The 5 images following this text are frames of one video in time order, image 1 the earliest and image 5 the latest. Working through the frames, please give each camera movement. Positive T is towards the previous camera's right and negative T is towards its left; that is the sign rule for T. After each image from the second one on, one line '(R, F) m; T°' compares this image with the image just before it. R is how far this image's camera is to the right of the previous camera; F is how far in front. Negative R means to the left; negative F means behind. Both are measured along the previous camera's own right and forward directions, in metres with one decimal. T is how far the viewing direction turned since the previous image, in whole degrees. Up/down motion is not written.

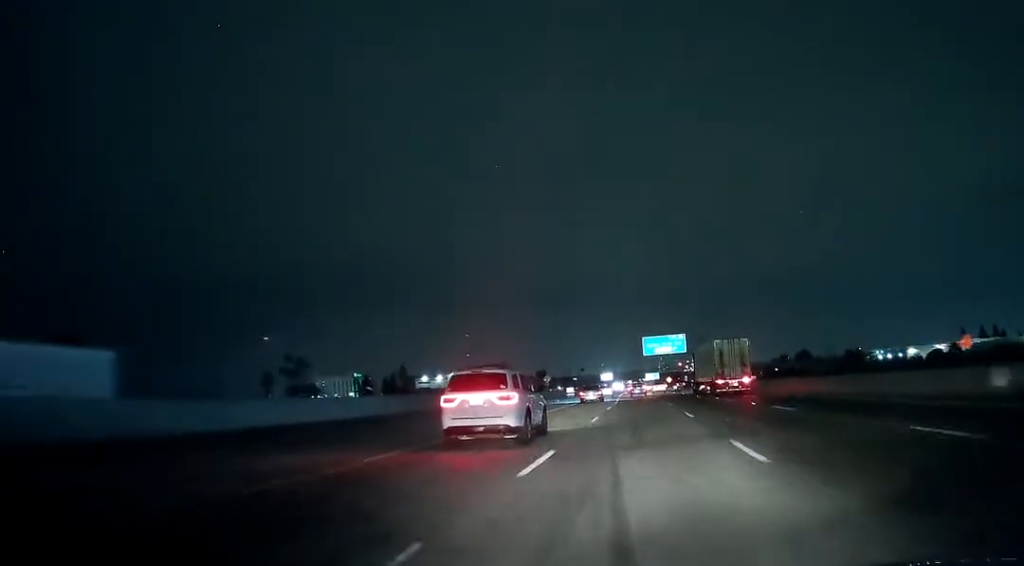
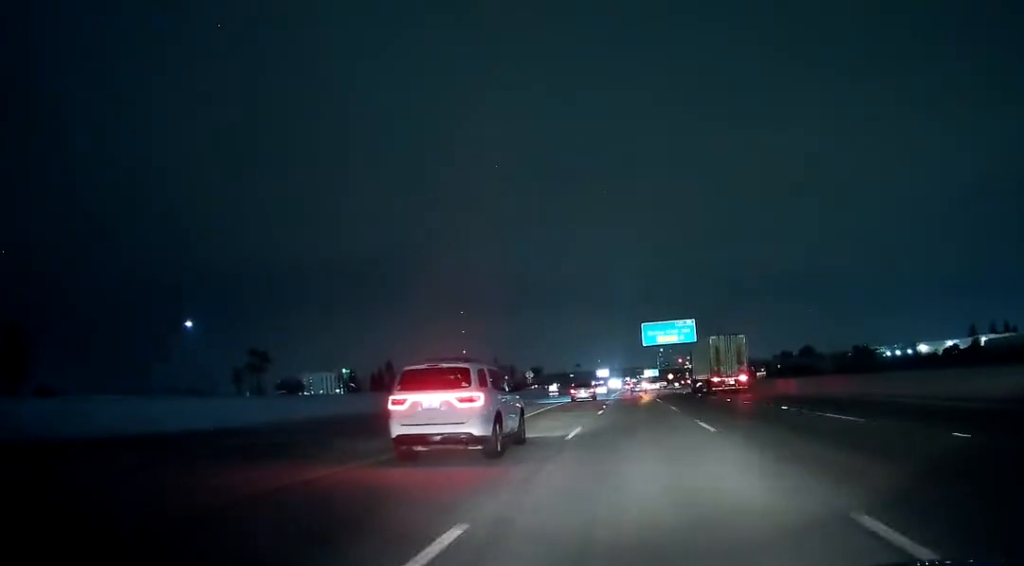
(0.0, +22.6) m; +1°
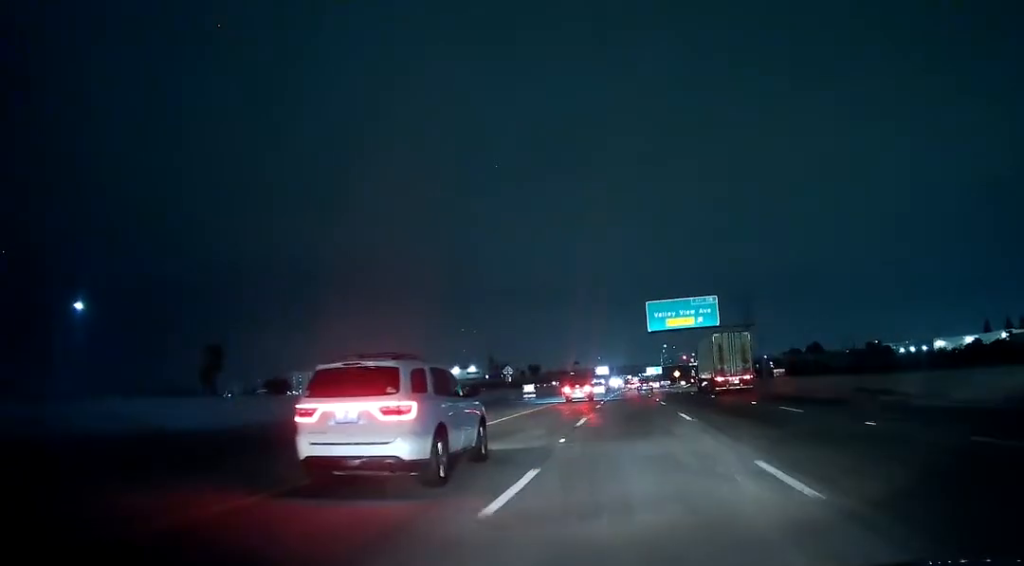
(+0.3, +24.2) m; 0°
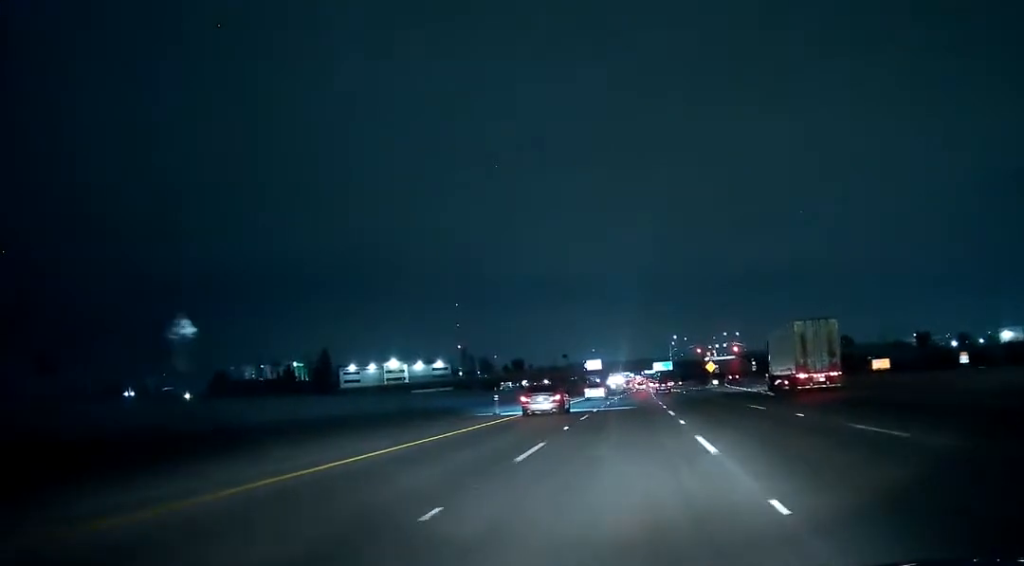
(-1.1, +82.8) m; -1°
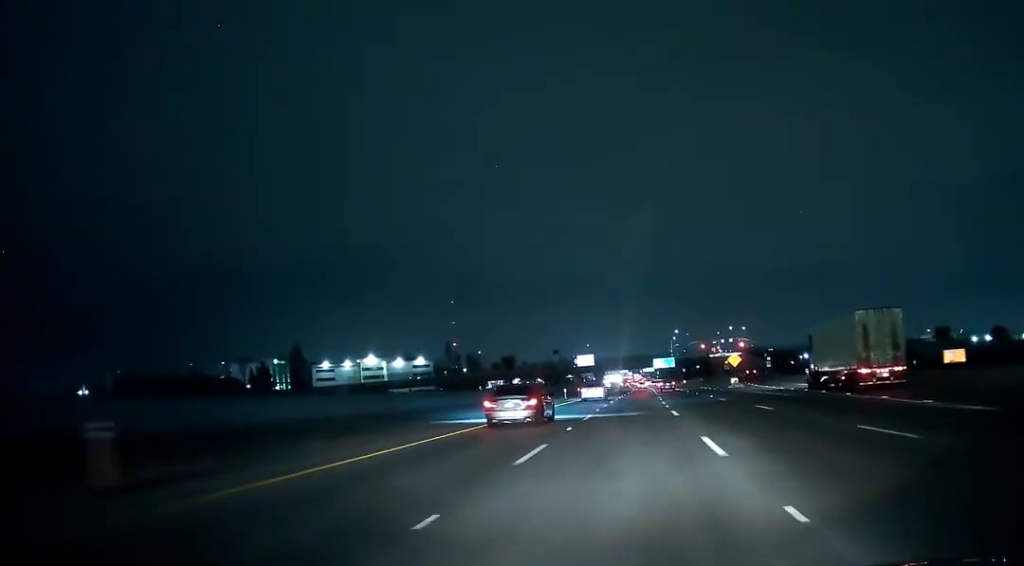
(+0.1, +29.7) m; 0°
